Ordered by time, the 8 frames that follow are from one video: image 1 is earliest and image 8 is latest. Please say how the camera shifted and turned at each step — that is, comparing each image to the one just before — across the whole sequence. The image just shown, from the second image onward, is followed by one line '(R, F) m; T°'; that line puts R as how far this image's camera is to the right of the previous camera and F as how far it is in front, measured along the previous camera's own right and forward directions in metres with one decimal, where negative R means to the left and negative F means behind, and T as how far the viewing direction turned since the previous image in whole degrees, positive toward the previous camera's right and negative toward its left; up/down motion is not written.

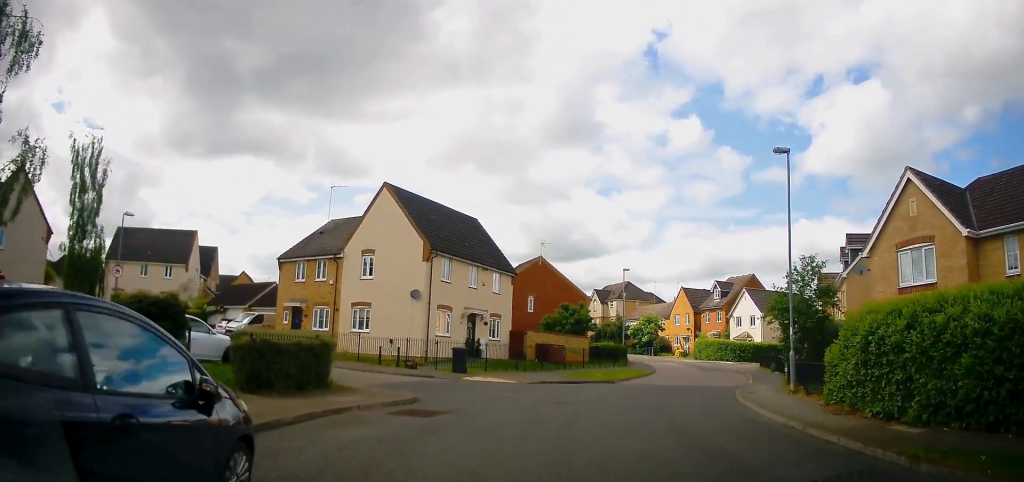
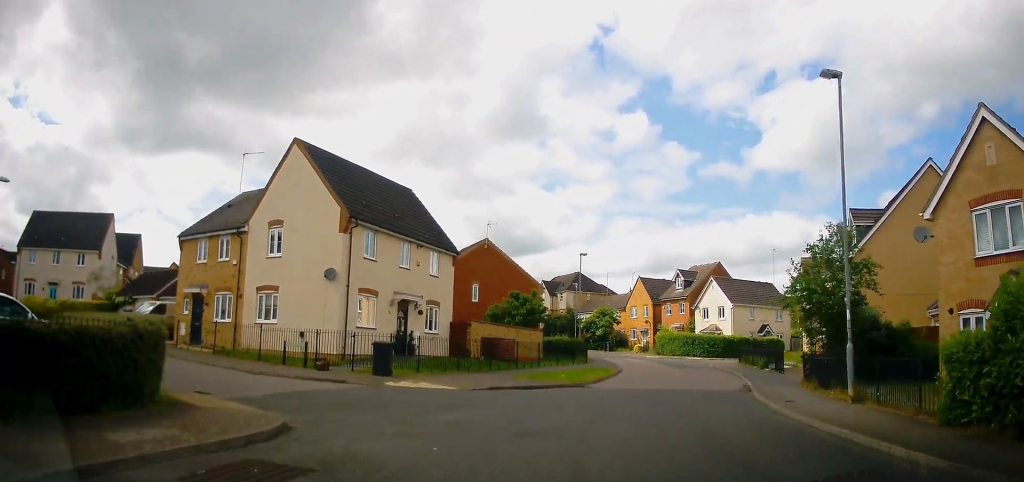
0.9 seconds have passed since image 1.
(+0.3, +6.1) m; +2°
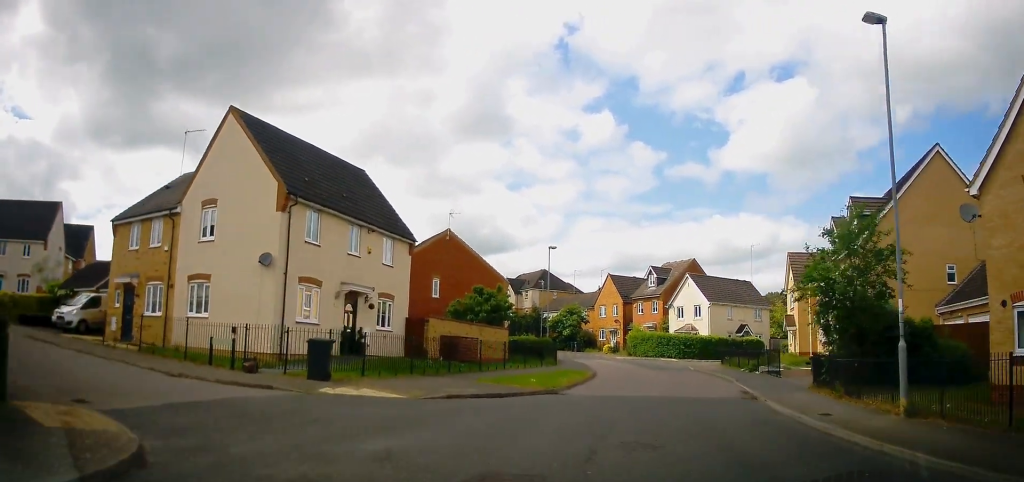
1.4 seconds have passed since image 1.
(0.0, +3.2) m; +2°
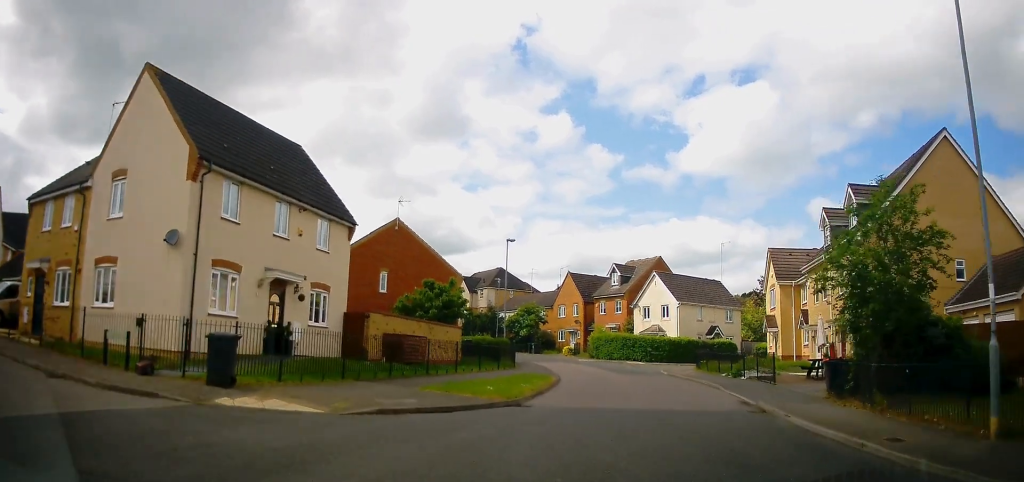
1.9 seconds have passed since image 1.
(-0.2, +3.5) m; +5°
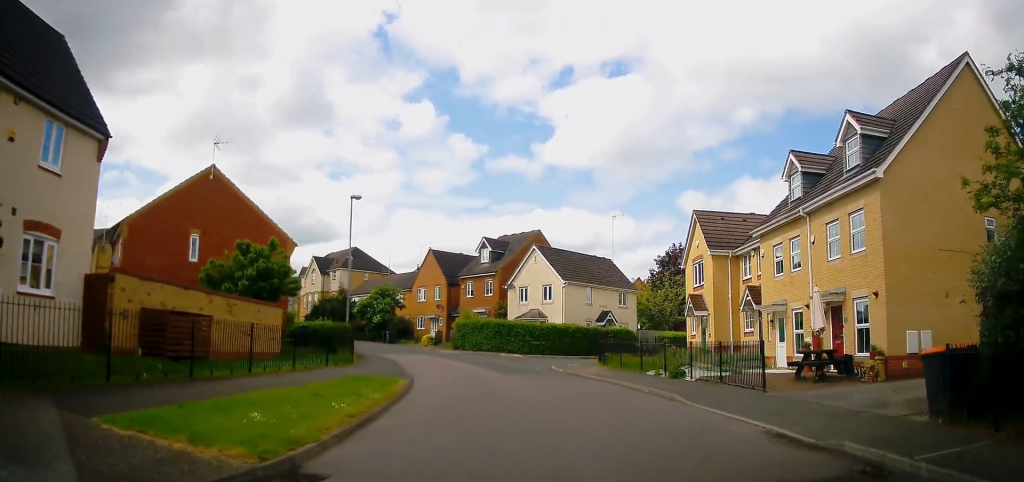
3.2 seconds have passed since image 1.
(+1.3, +9.0) m; +15°
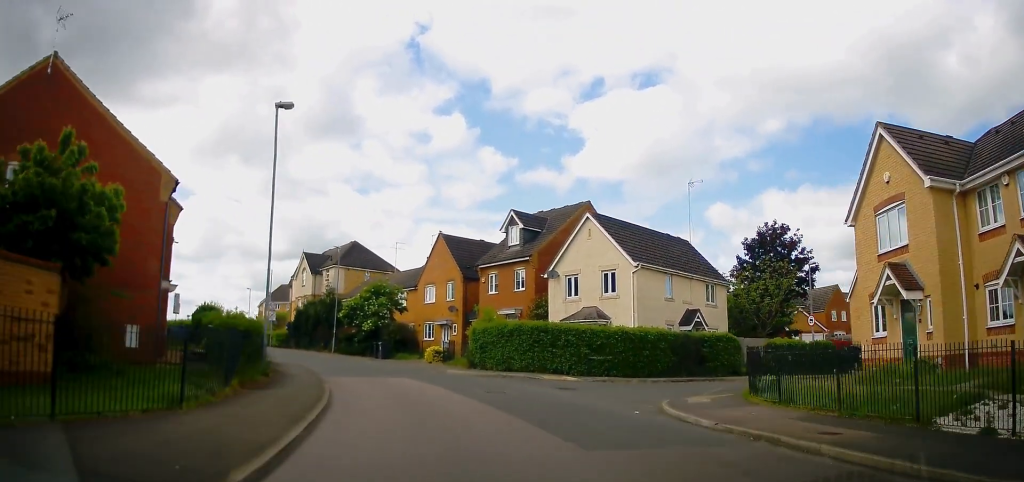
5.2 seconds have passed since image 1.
(-0.2, +13.9) m; -5°
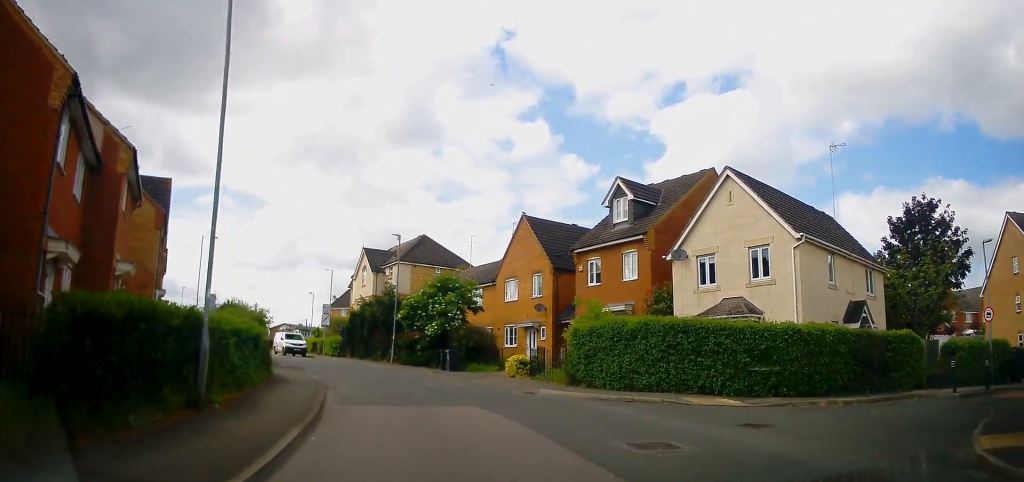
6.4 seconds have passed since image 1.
(-0.3, +8.1) m; -5°
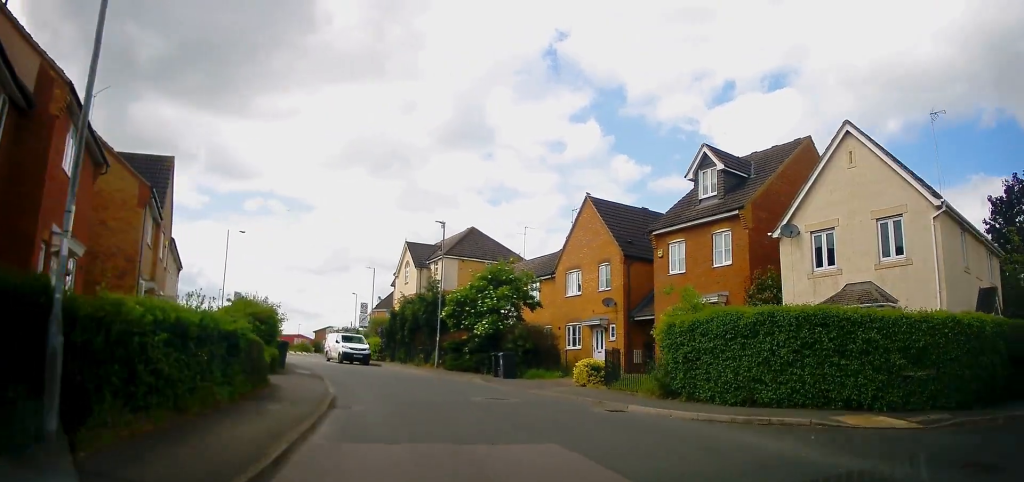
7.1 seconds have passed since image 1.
(-0.2, +4.9) m; -5°
